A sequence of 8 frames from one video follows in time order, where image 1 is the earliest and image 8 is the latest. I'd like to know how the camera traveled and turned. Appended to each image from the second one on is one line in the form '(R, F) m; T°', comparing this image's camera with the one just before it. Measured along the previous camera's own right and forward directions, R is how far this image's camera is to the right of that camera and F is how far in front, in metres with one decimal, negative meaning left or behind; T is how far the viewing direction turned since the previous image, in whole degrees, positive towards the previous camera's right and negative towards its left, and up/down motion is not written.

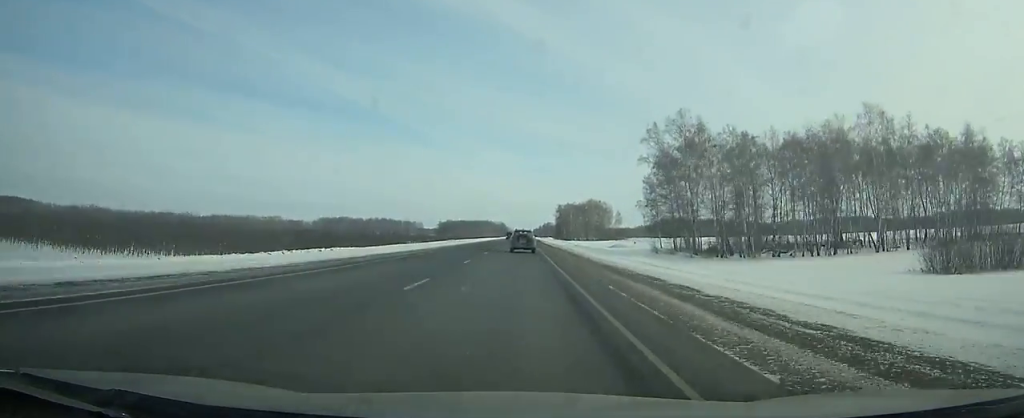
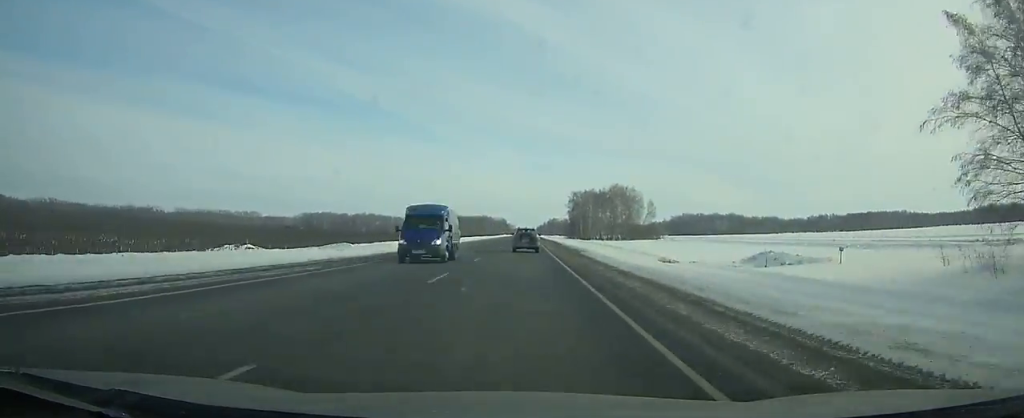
(-0.1, +82.2) m; 0°
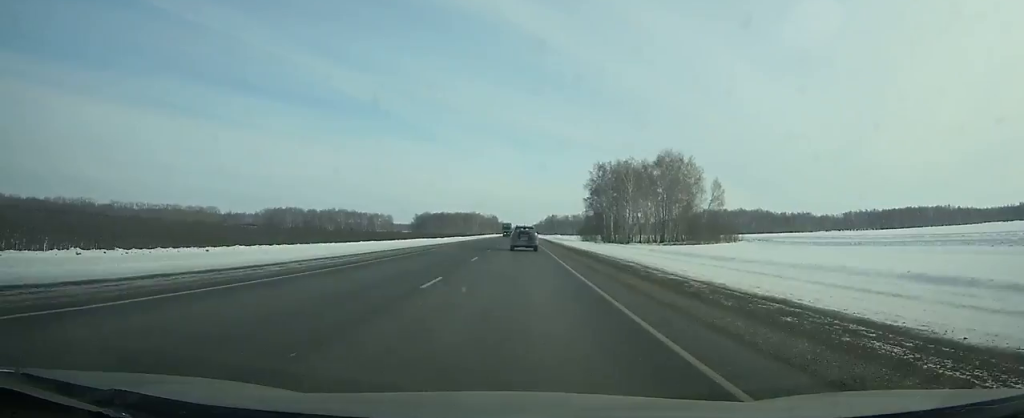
(+0.2, +97.9) m; 0°
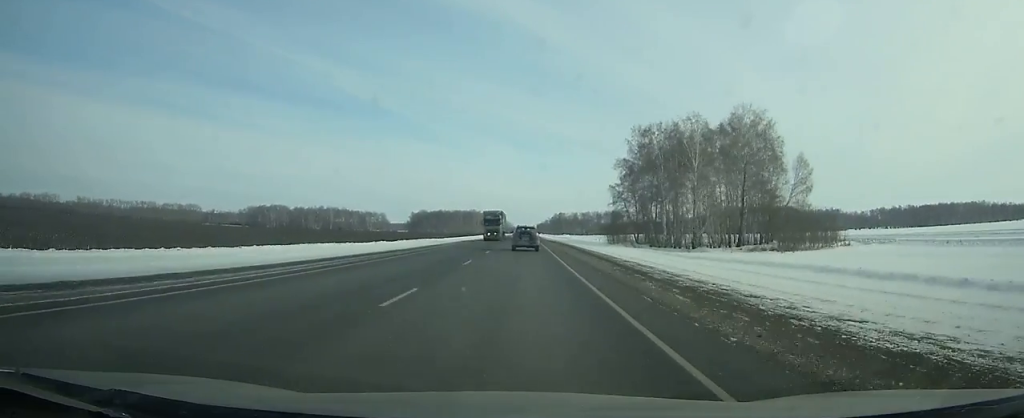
(+0.2, +51.5) m; 0°
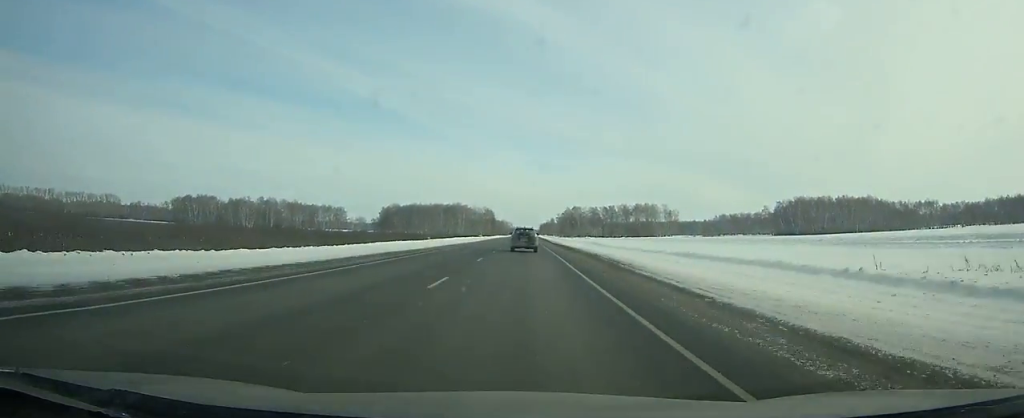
(-0.4, +141.3) m; 0°
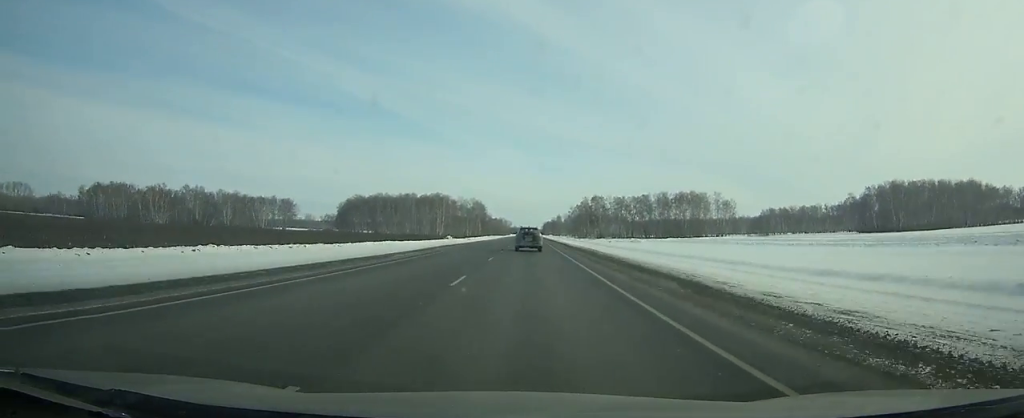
(0.0, +106.4) m; 0°
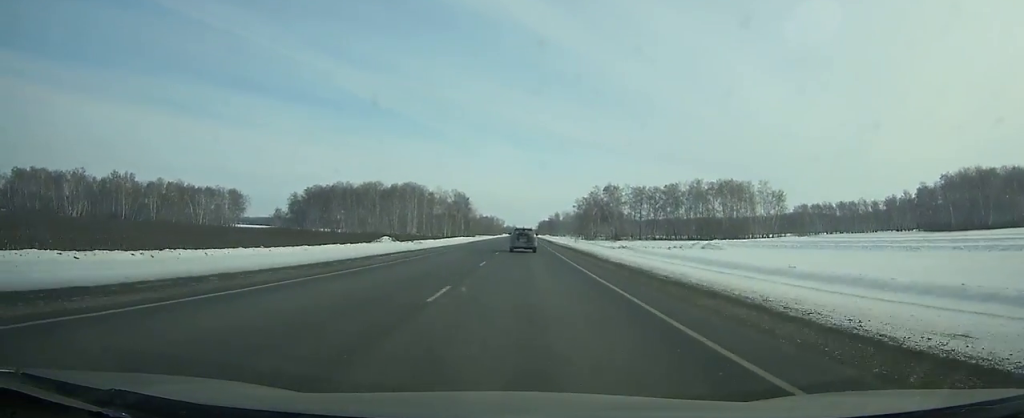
(+0.1, +62.9) m; 0°
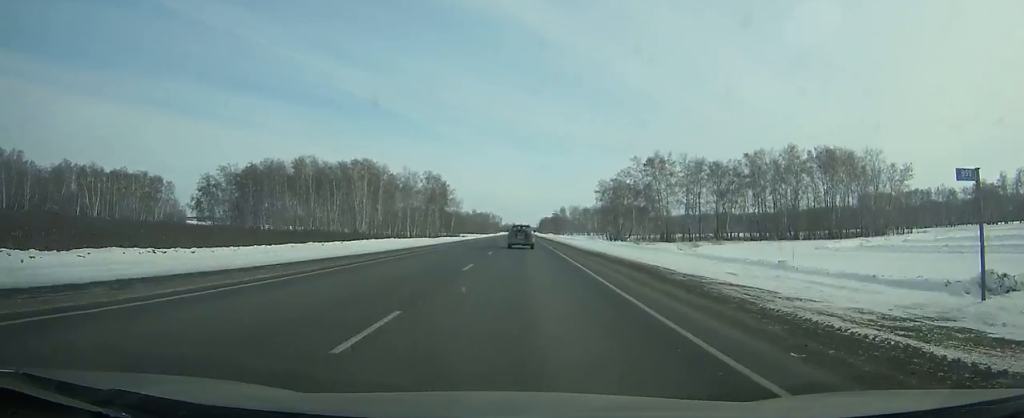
(+0.1, +76.4) m; 0°
